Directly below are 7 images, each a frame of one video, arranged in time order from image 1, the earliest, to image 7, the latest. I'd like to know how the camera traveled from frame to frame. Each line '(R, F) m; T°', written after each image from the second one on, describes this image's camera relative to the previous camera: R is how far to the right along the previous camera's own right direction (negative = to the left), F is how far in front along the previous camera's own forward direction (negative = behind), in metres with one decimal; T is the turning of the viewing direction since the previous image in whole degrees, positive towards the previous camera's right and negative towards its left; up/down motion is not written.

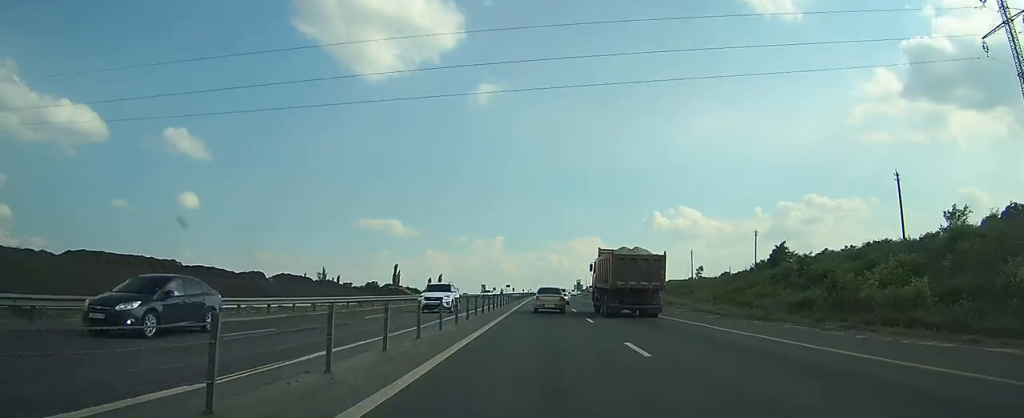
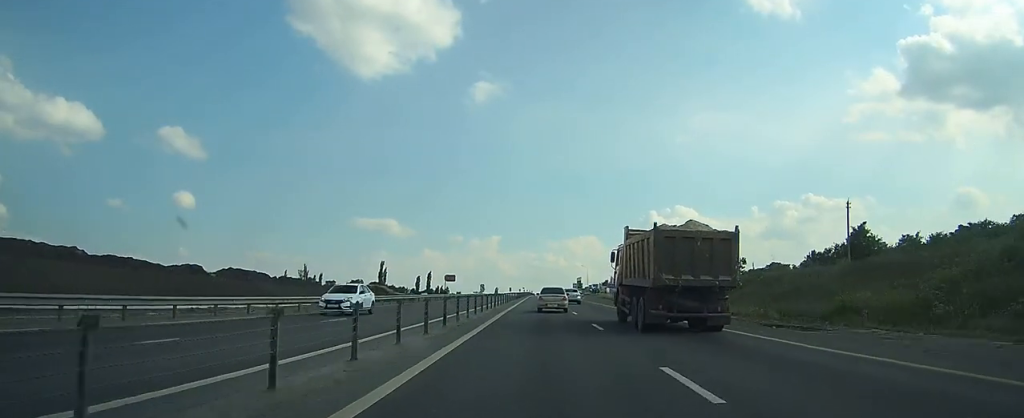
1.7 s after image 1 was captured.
(-0.2, +27.0) m; 0°
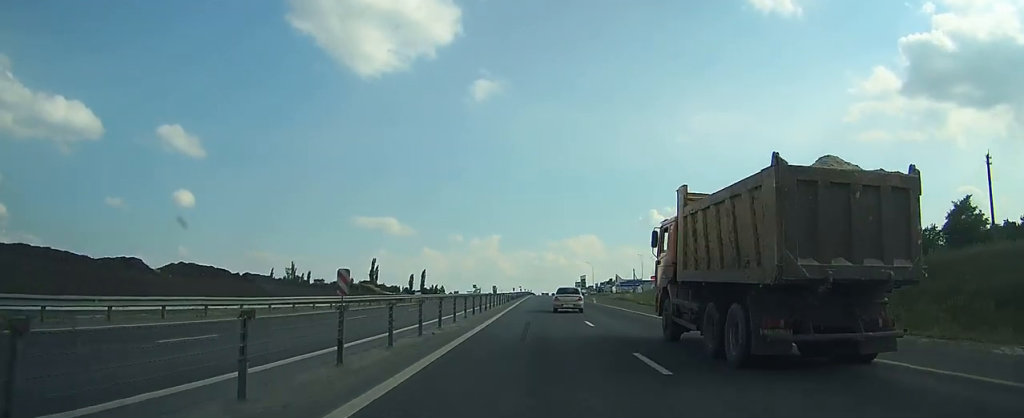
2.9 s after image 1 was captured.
(0.0, +20.5) m; 0°
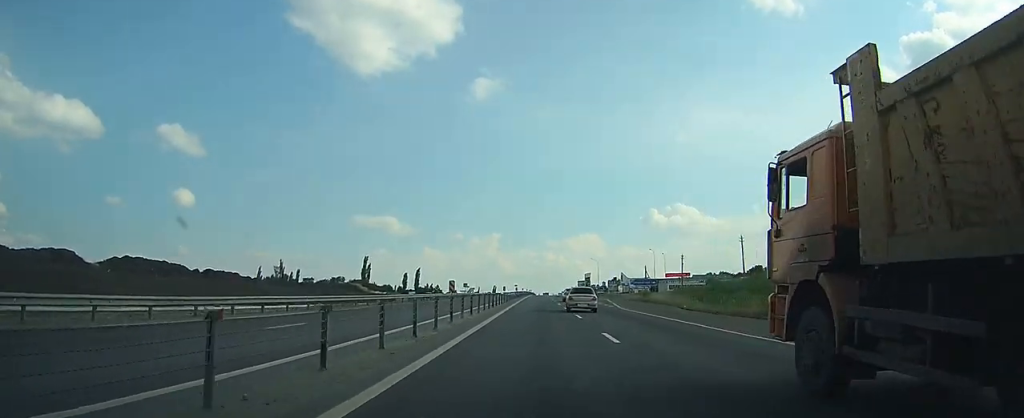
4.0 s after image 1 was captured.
(0.0, +17.8) m; 0°
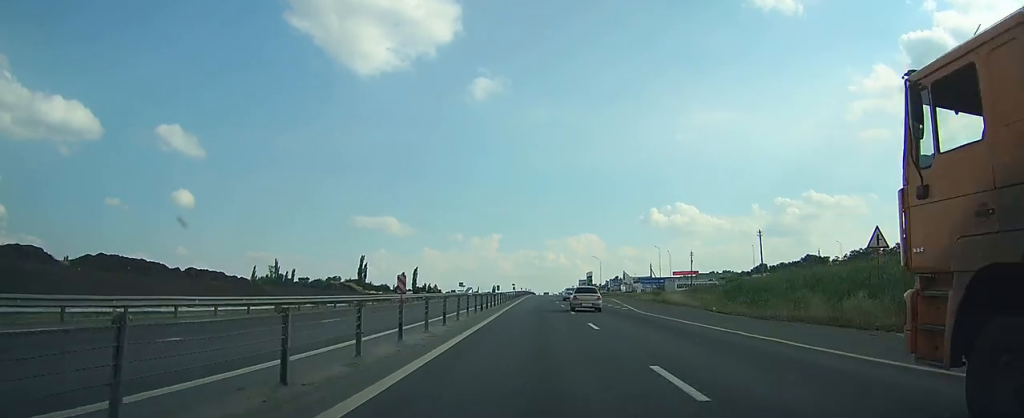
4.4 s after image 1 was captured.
(0.0, +7.0) m; 0°
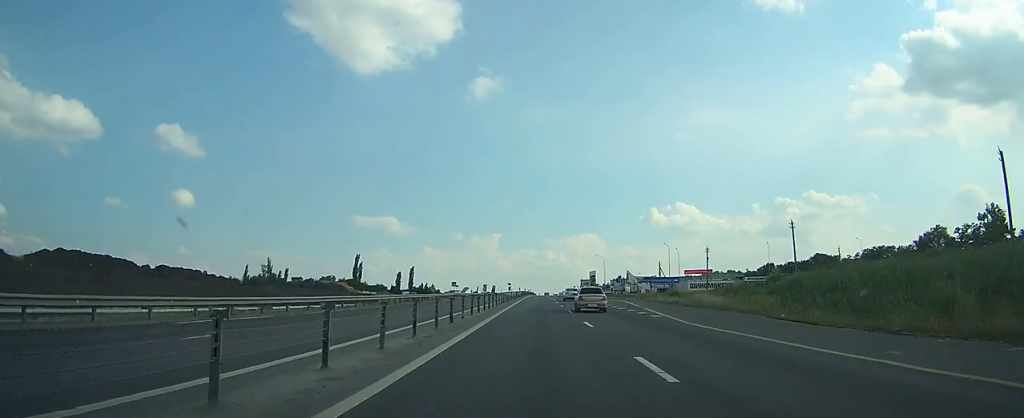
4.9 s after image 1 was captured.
(0.0, +10.2) m; 0°
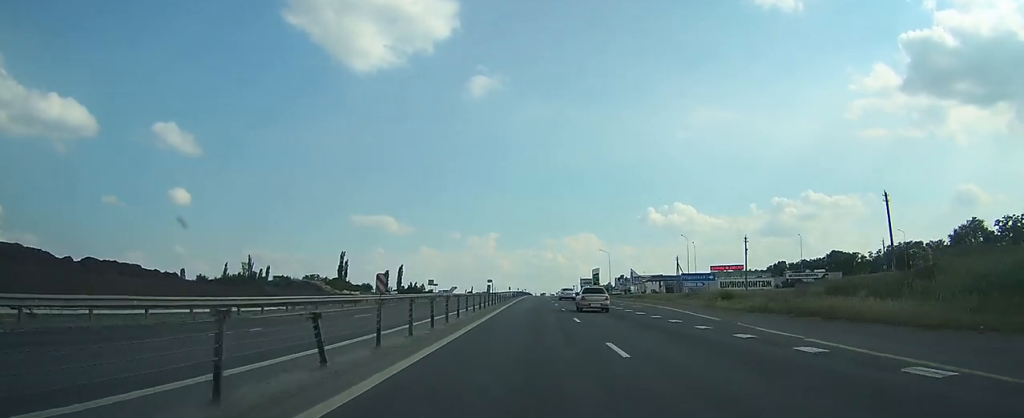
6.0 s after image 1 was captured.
(0.0, +20.1) m; 0°
